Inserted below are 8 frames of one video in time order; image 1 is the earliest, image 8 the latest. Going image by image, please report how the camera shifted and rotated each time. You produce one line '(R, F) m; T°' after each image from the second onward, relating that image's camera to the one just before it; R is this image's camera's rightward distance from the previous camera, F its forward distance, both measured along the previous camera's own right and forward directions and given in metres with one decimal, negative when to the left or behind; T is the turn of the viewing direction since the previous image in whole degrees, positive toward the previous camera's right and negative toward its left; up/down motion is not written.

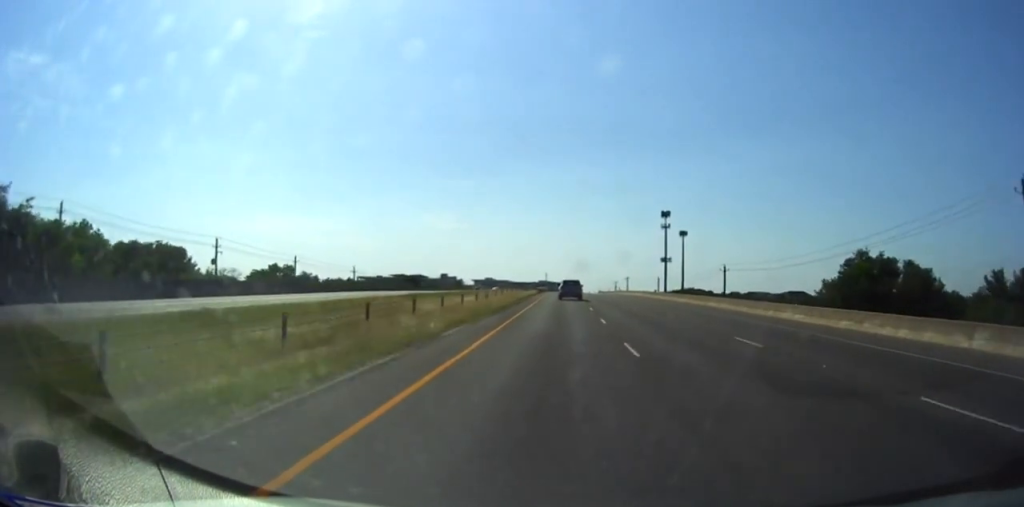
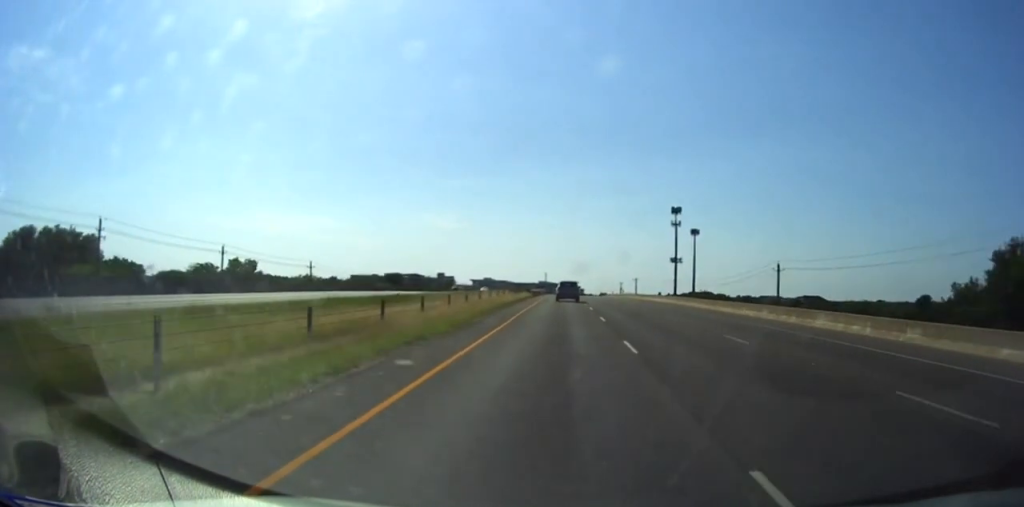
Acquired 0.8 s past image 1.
(0.0, +23.1) m; 0°
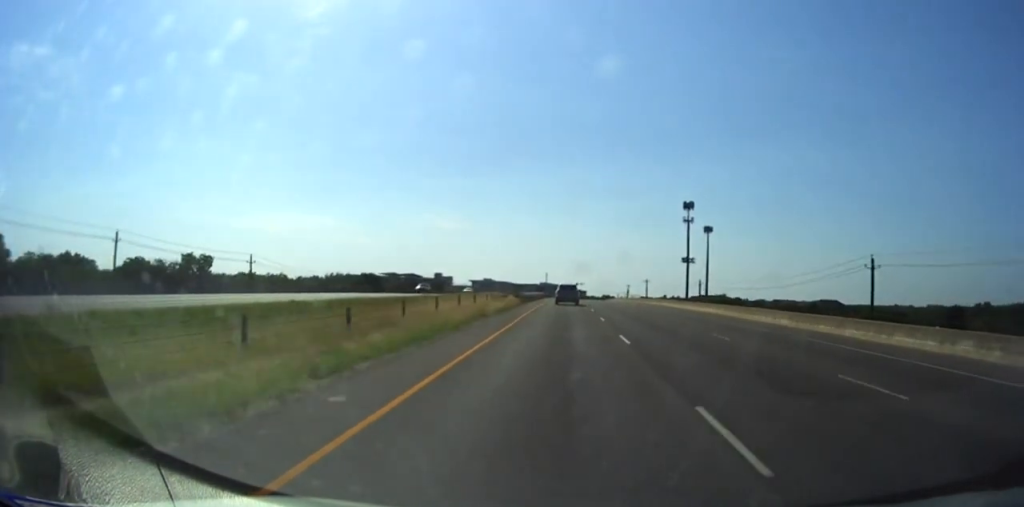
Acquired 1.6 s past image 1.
(0.0, +21.9) m; 0°
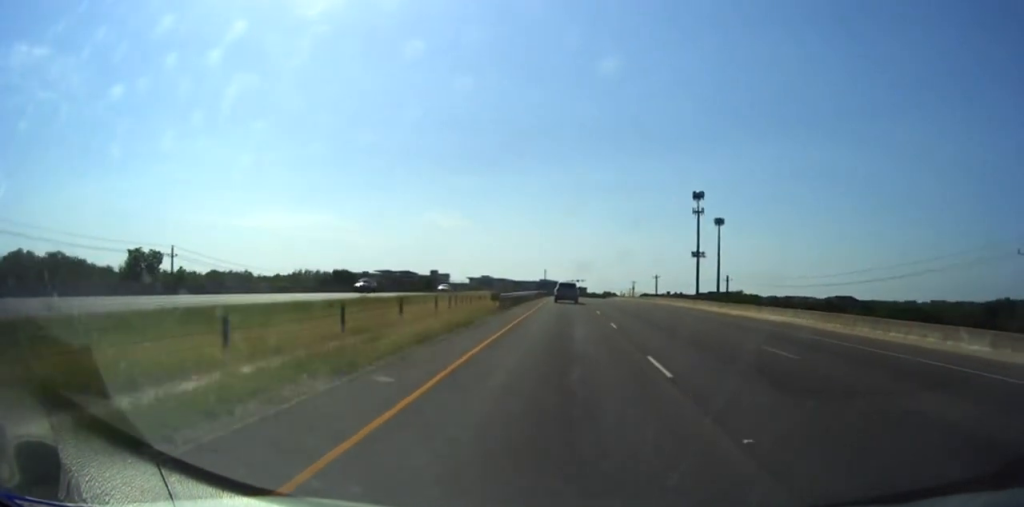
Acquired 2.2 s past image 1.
(-0.1, +18.0) m; 0°
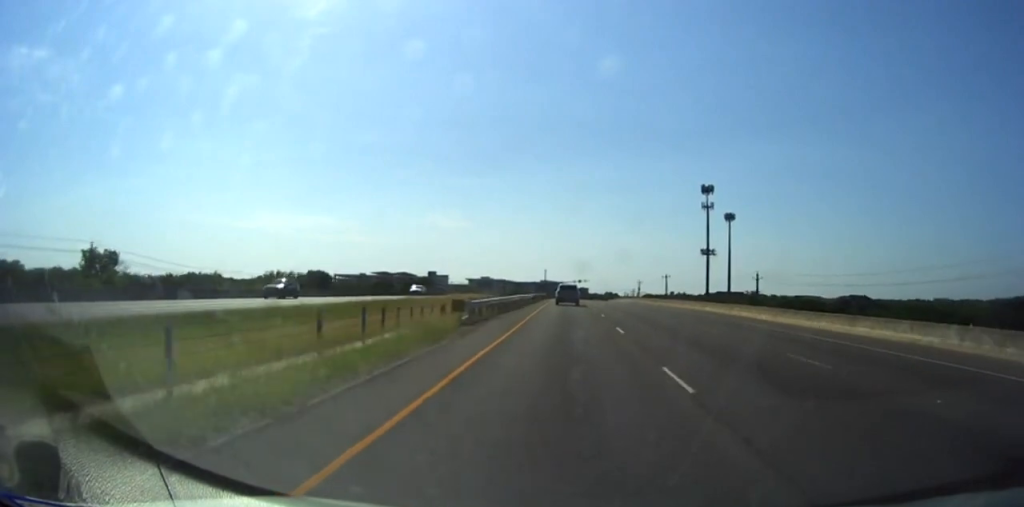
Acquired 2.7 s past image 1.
(-0.2, +15.2) m; 0°
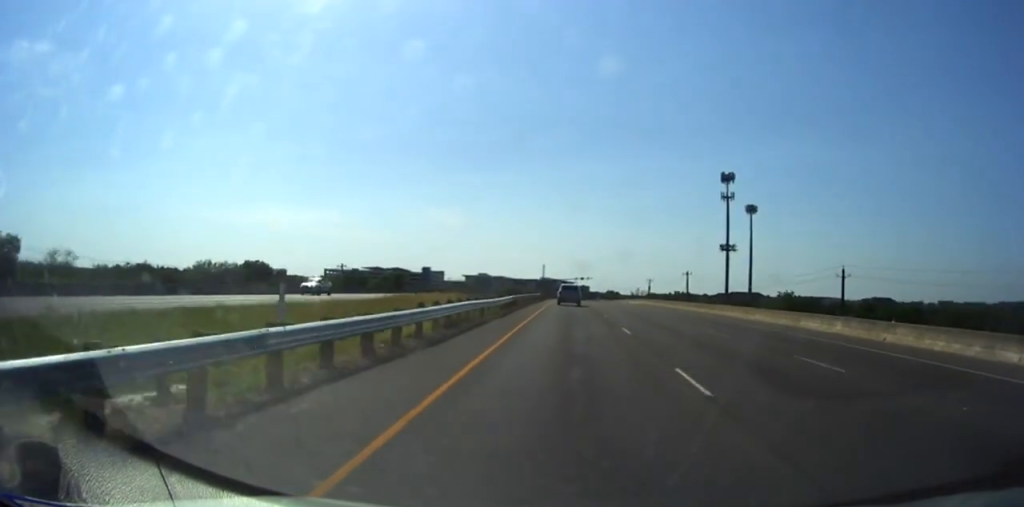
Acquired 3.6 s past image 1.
(+0.4, +25.4) m; 0°
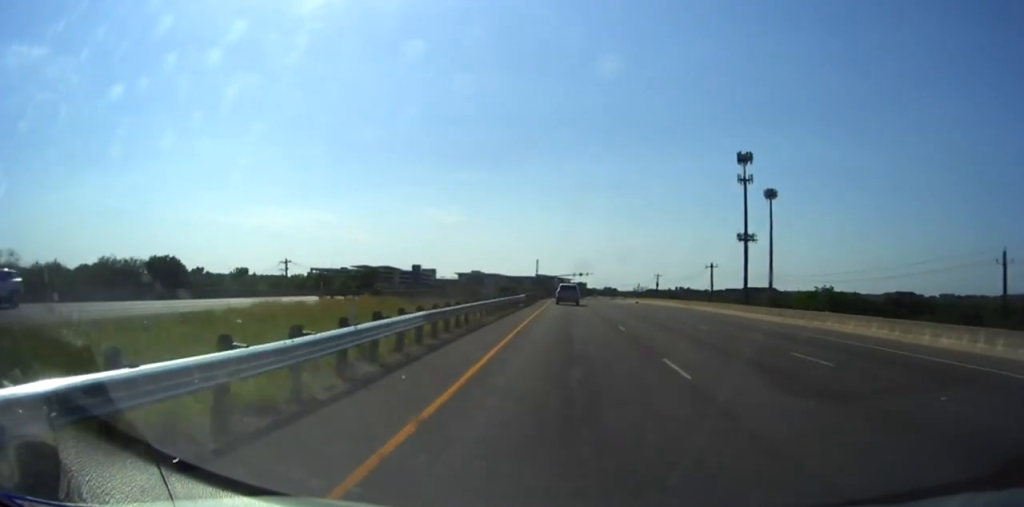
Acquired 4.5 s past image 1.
(-0.3, +23.4) m; 0°
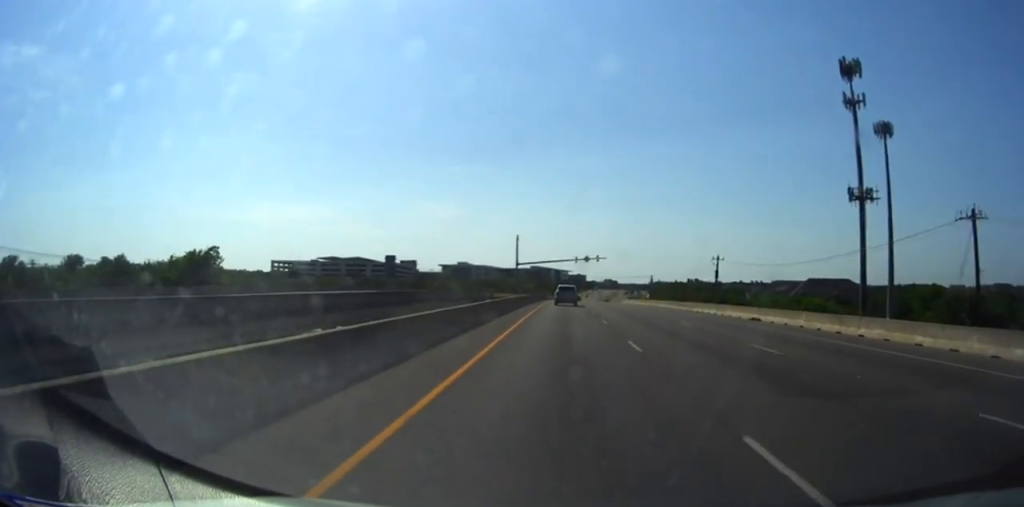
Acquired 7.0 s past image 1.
(+0.7, +69.4) m; +1°
